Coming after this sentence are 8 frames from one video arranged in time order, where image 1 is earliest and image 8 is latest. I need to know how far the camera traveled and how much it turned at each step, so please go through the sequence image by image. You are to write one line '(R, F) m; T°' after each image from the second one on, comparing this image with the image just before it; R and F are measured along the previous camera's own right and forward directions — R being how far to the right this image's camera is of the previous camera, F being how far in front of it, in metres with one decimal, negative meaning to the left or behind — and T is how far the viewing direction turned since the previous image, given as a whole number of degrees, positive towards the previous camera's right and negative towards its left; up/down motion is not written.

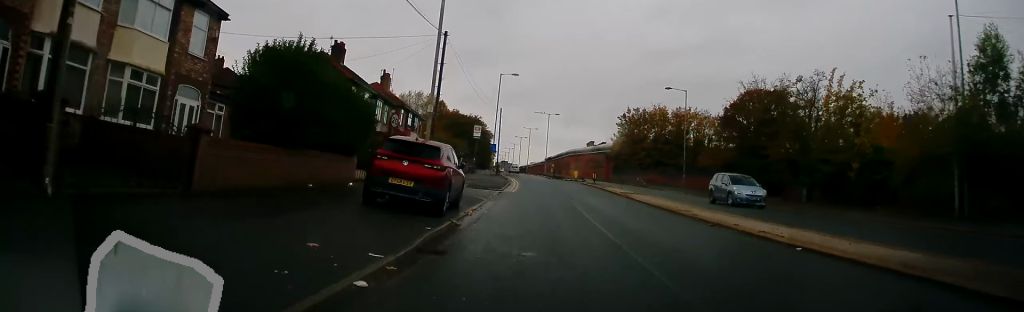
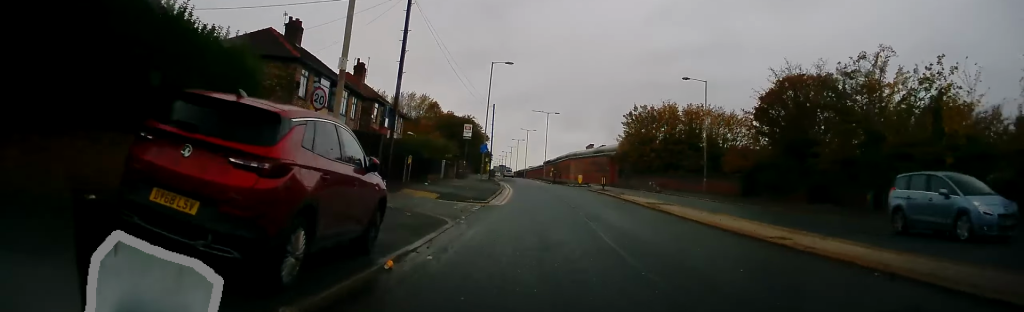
(-0.1, +8.2) m; +1°
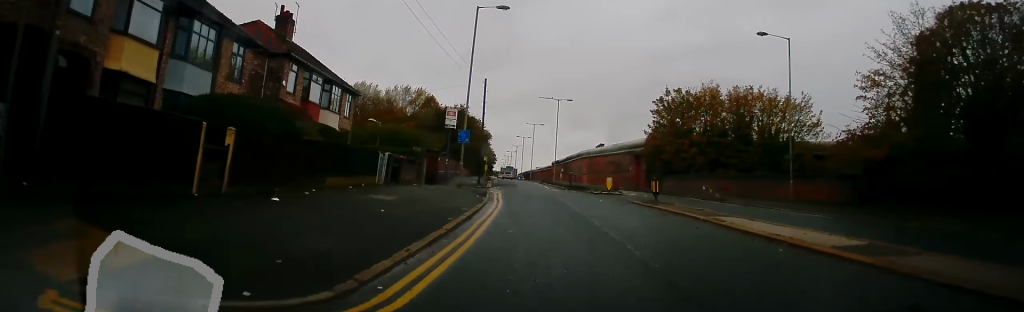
(+0.2, +17.2) m; -1°
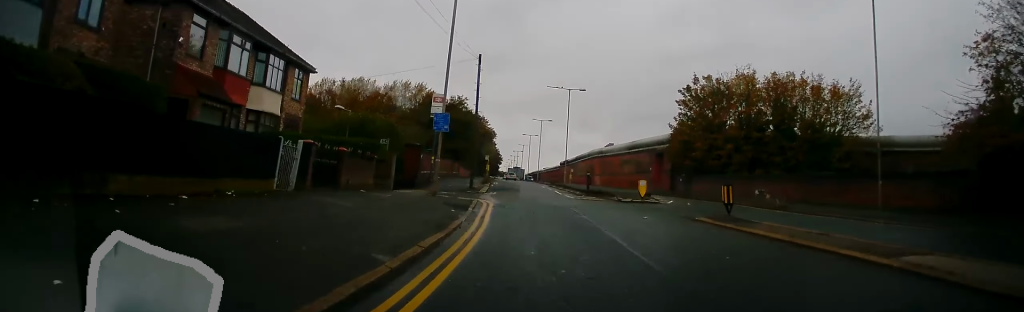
(-0.2, +9.4) m; -1°
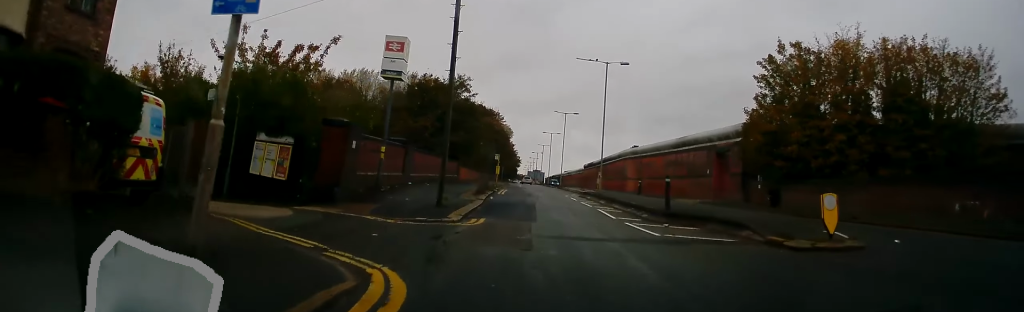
(+0.1, +16.8) m; 0°
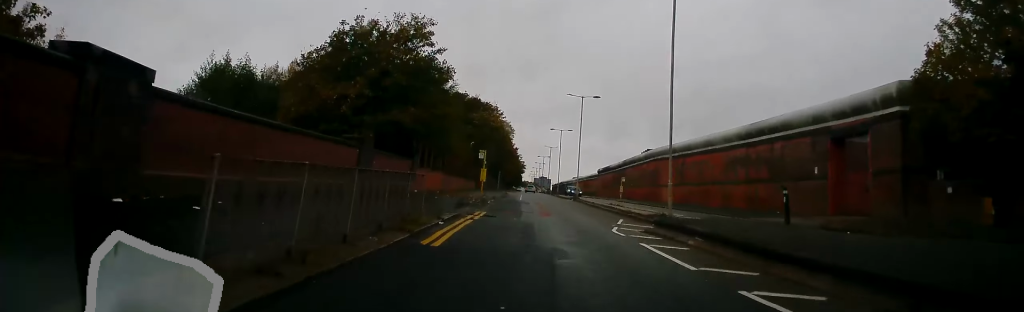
(-0.1, +21.7) m; -1°
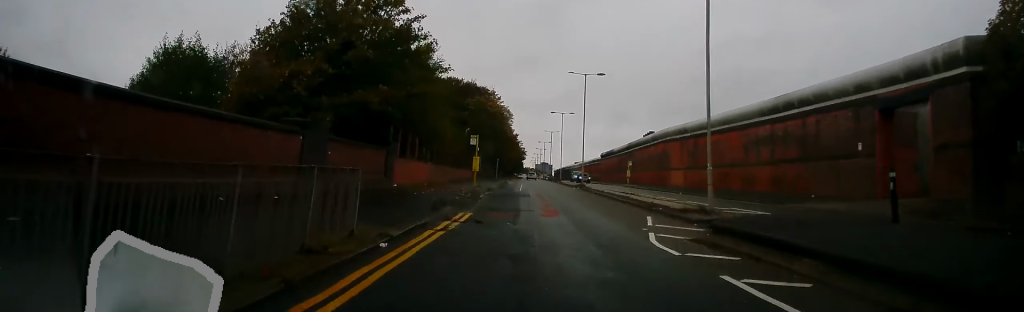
(0.0, +5.3) m; -1°
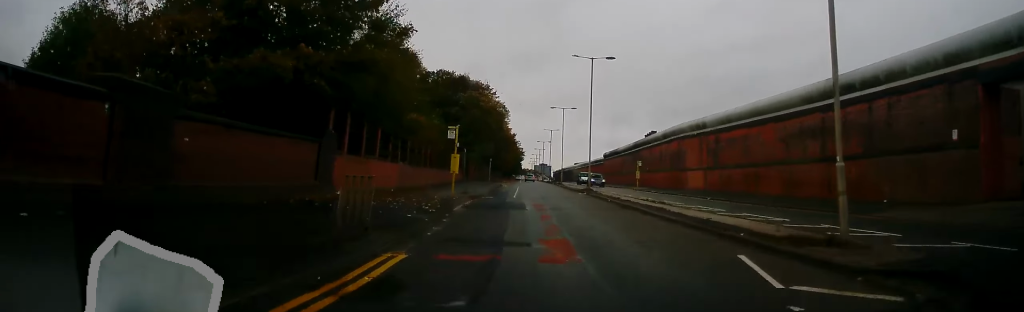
(-0.2, +8.1) m; 0°
